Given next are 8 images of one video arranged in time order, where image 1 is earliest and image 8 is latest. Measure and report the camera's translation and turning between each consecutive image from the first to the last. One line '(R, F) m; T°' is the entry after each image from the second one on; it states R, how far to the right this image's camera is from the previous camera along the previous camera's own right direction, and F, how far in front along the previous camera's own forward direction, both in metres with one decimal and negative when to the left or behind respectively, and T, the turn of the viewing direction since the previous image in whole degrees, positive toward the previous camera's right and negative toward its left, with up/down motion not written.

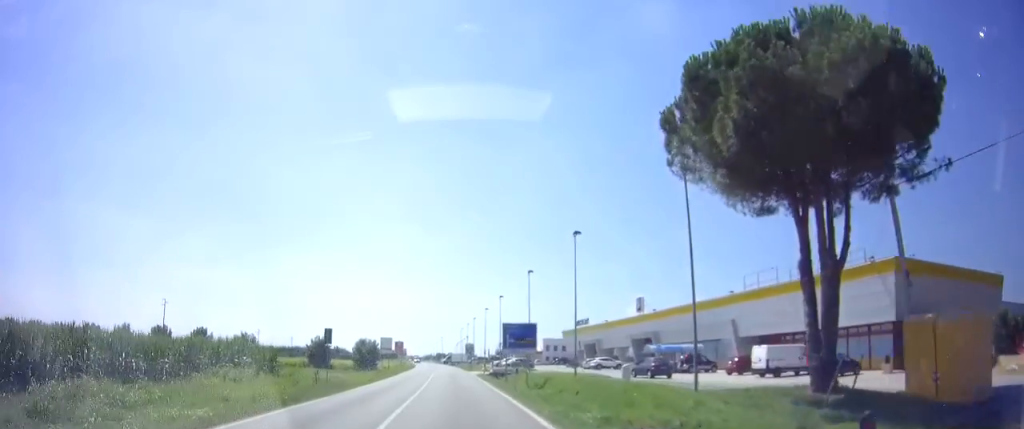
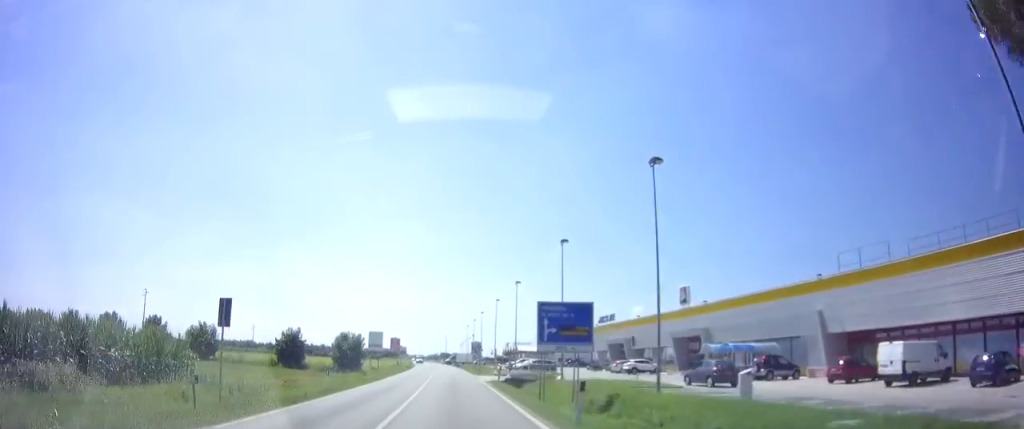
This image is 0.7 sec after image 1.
(0.0, +11.9) m; 0°
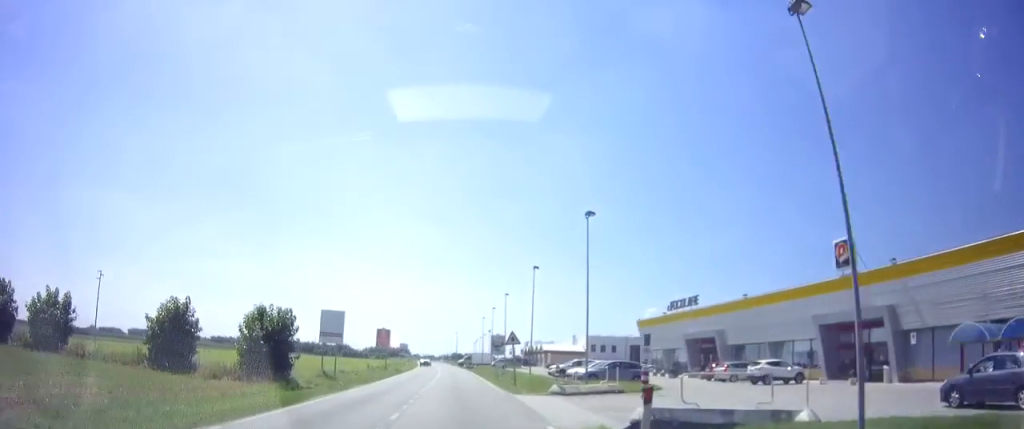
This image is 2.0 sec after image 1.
(-0.3, +23.8) m; -2°
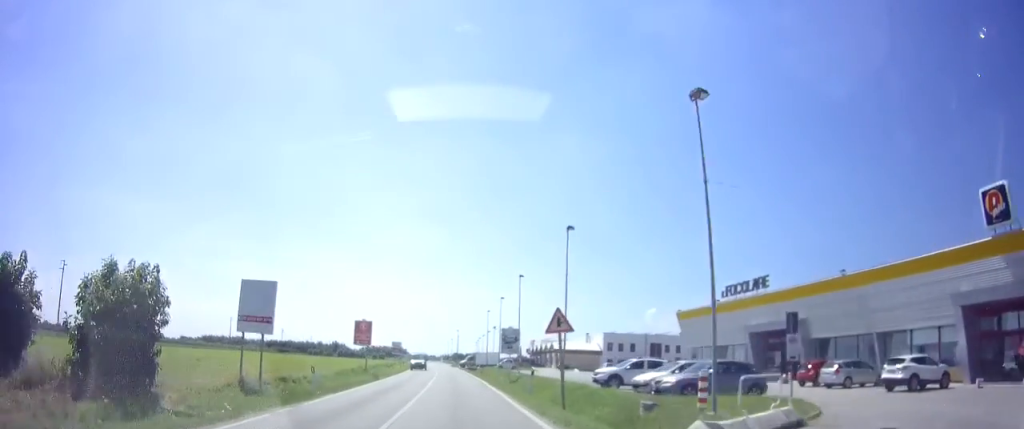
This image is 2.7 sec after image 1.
(-0.2, +12.5) m; -1°
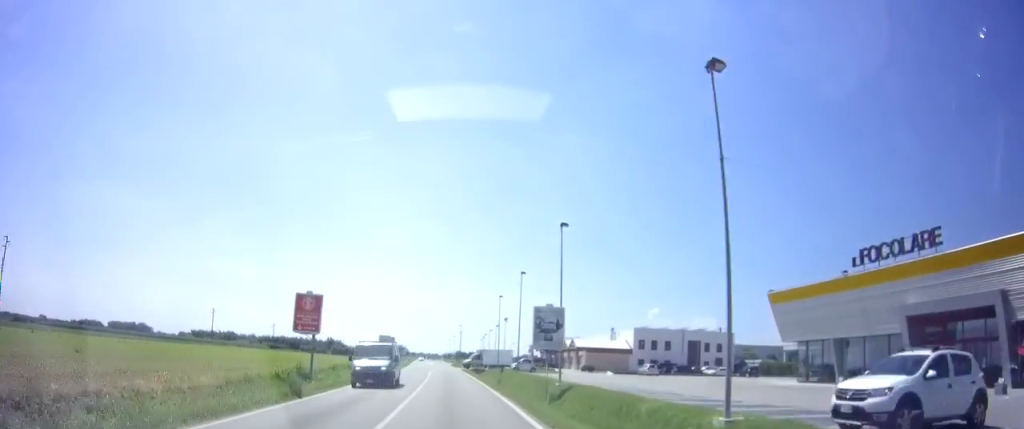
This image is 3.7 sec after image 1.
(0.0, +17.2) m; +1°
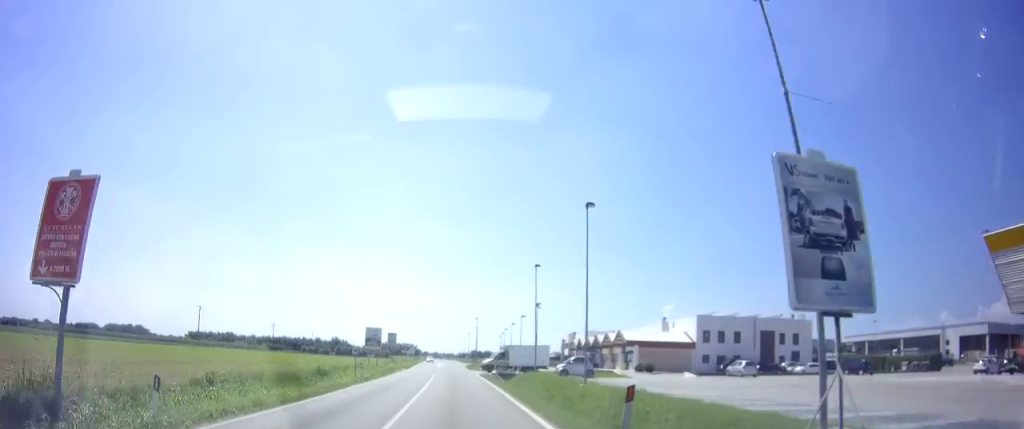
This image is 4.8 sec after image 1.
(+0.3, +19.3) m; -2°
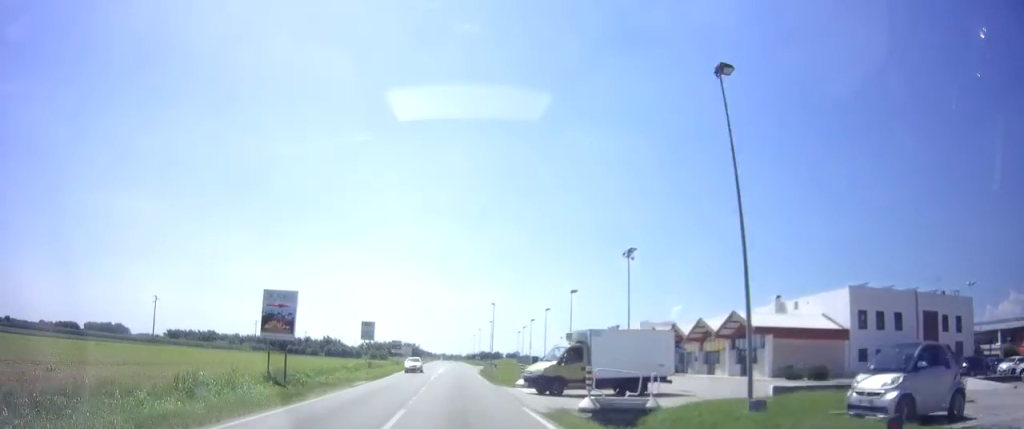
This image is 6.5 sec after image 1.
(-0.8, +29.9) m; 0°
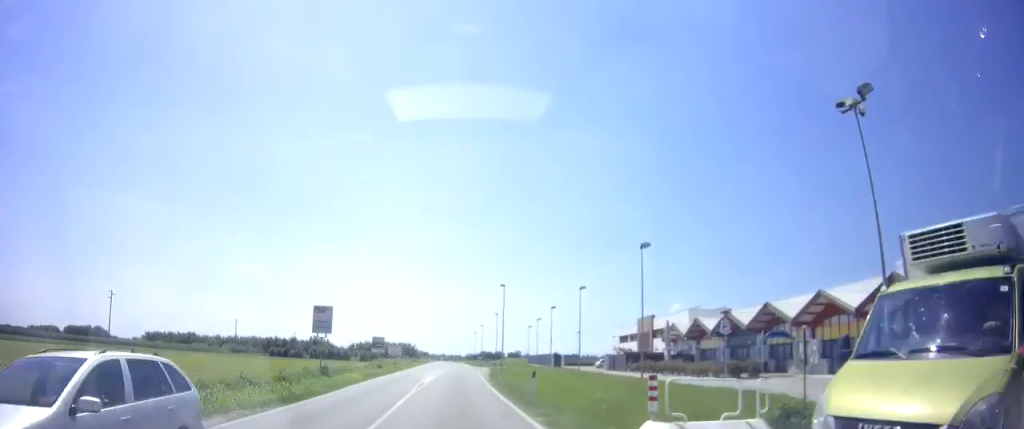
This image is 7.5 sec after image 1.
(+0.1, +18.8) m; -1°
